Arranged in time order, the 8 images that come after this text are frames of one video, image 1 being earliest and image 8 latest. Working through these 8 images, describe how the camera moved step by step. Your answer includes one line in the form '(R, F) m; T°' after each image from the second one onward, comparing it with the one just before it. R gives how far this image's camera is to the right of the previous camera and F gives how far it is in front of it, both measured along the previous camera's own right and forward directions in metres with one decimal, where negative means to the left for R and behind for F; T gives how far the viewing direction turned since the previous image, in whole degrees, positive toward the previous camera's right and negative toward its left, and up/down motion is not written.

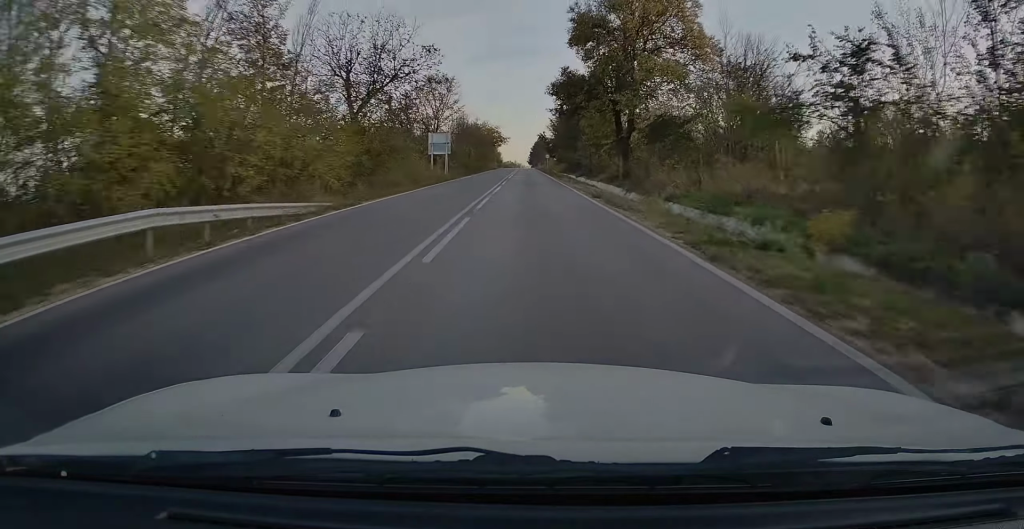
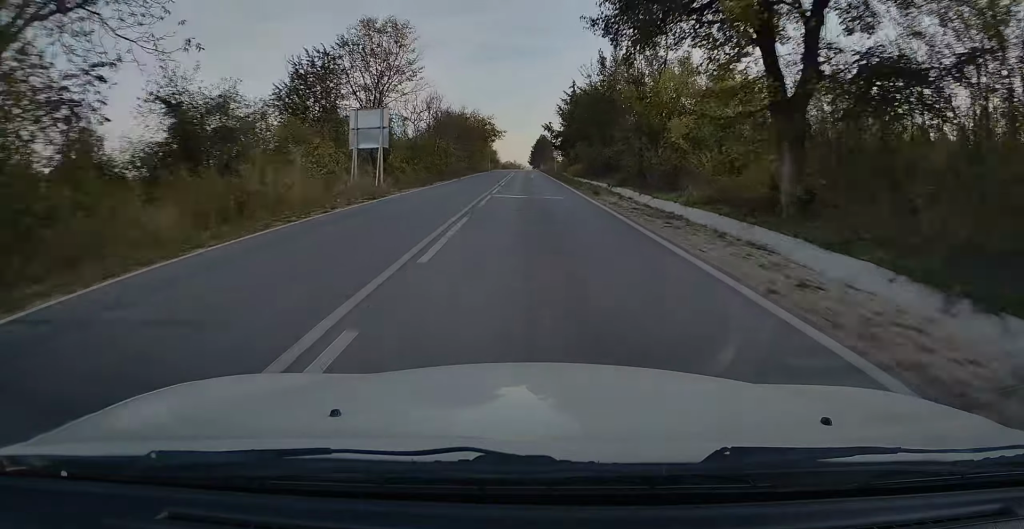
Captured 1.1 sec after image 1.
(+0.1, +26.9) m; 0°
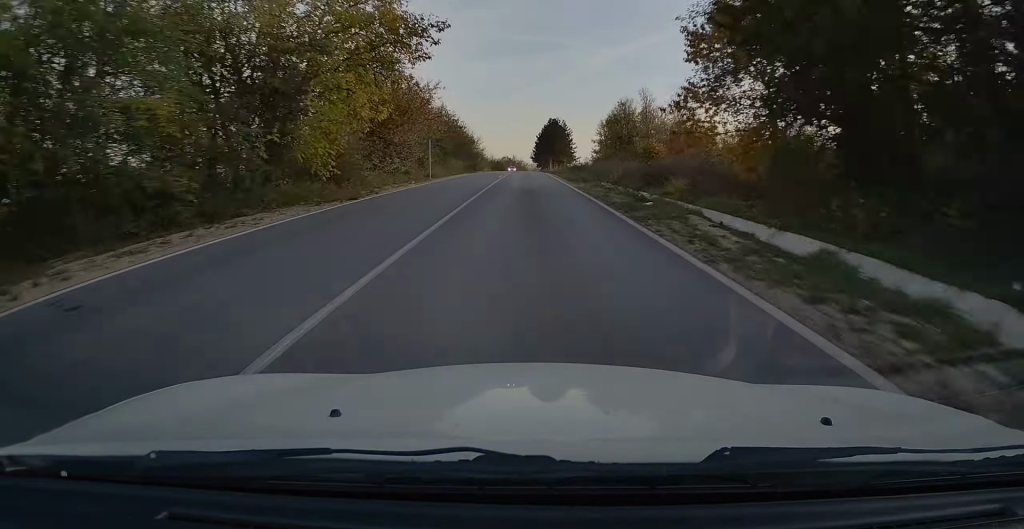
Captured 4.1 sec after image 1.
(-0.6, +76.2) m; 0°
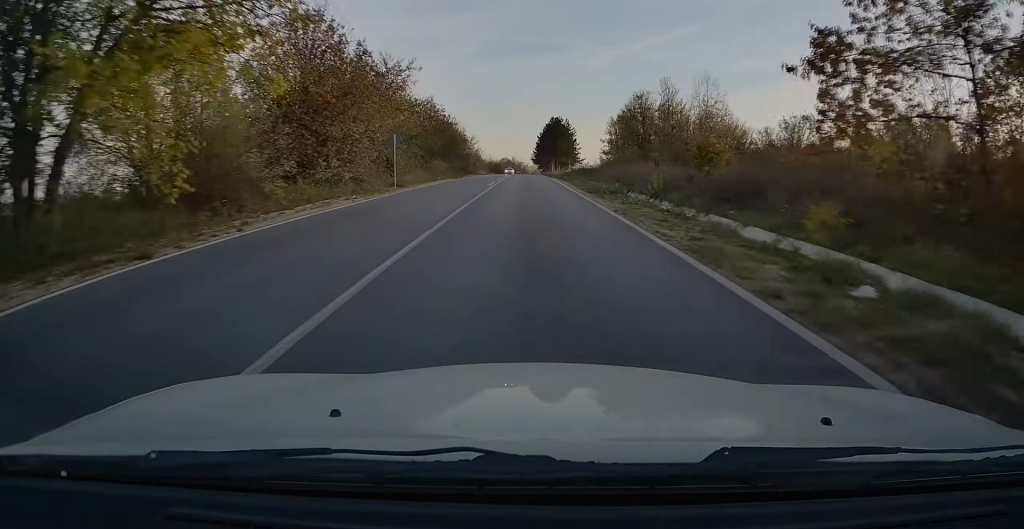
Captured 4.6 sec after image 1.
(0.0, +12.5) m; 0°
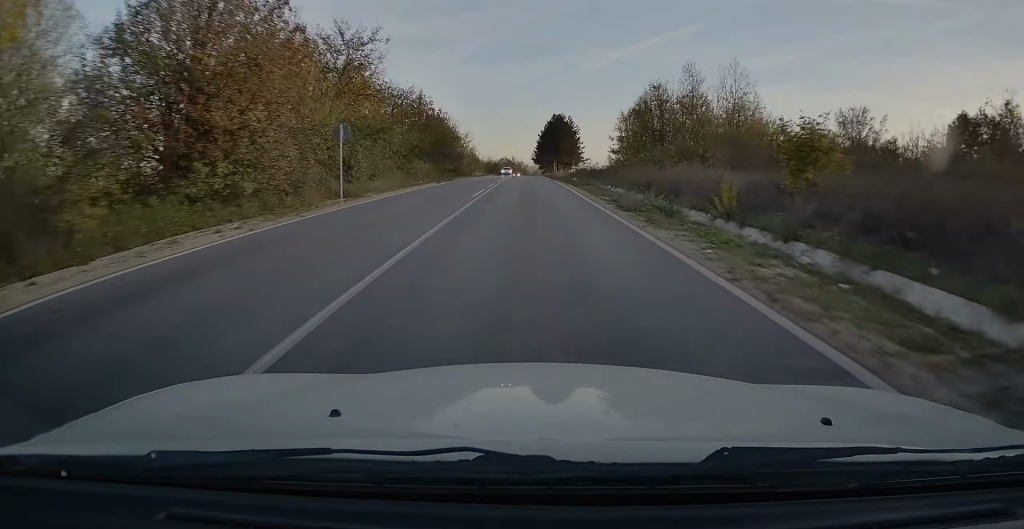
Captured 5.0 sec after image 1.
(+0.1, +10.0) m; 0°
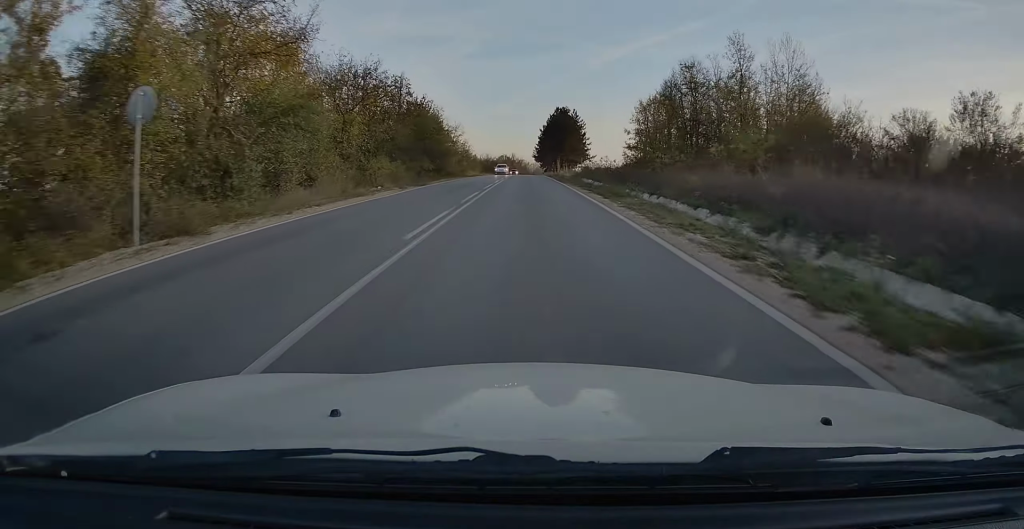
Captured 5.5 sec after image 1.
(0.0, +13.3) m; 0°
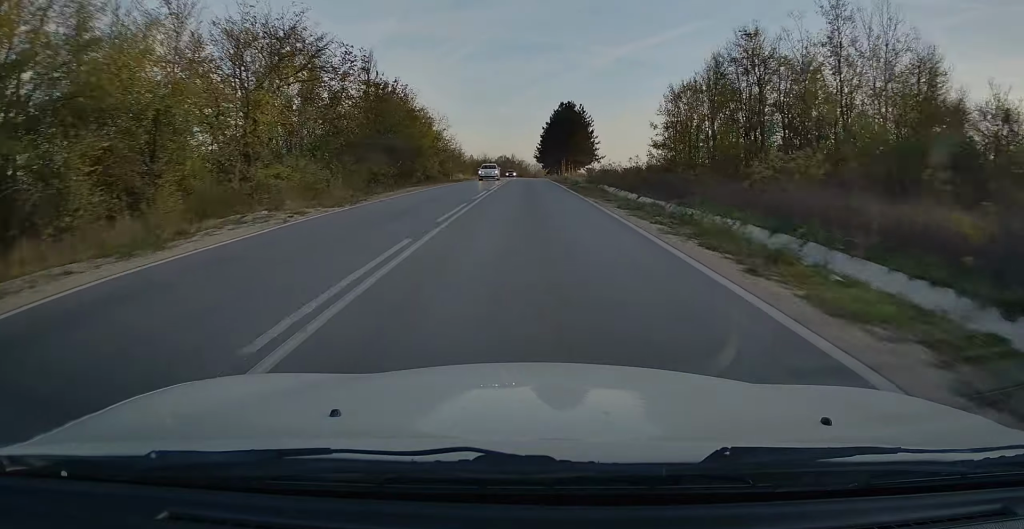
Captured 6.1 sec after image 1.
(-0.1, +14.9) m; 0°
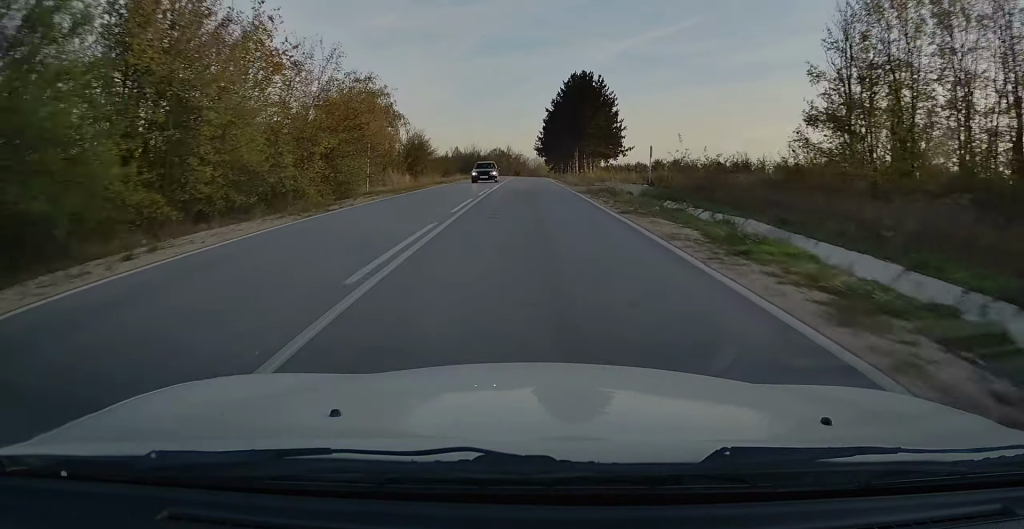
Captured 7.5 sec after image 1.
(+0.2, +34.2) m; 0°
